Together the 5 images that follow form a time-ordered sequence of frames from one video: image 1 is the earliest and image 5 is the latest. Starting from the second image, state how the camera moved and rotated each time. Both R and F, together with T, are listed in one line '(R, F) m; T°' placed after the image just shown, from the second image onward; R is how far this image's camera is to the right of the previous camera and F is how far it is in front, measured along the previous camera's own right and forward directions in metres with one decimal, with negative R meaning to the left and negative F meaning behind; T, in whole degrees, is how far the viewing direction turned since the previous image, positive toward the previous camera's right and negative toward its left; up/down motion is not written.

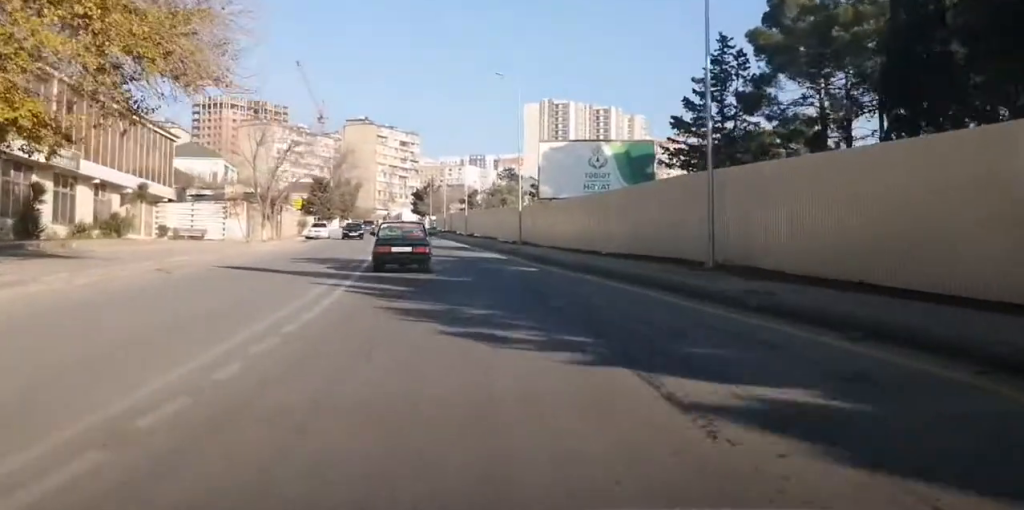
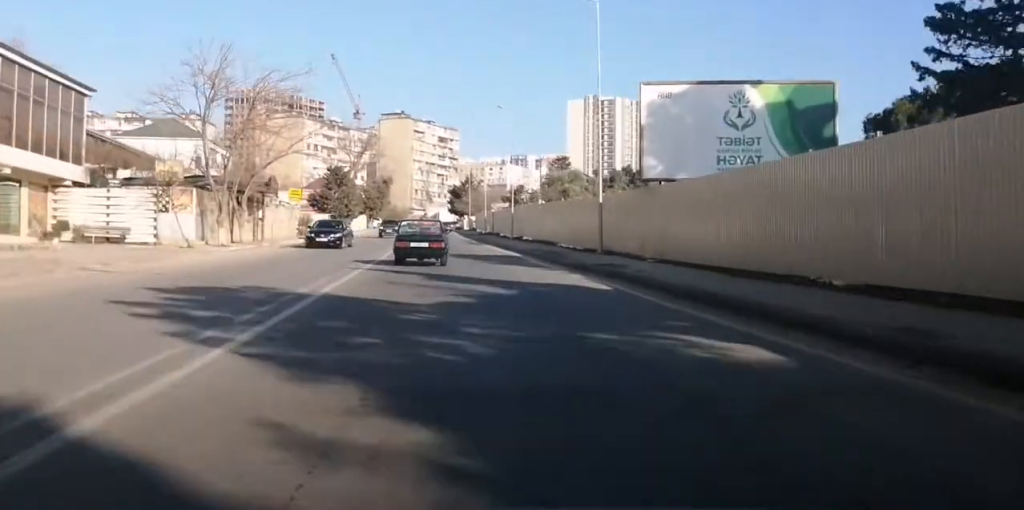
(0.0, +20.7) m; -1°
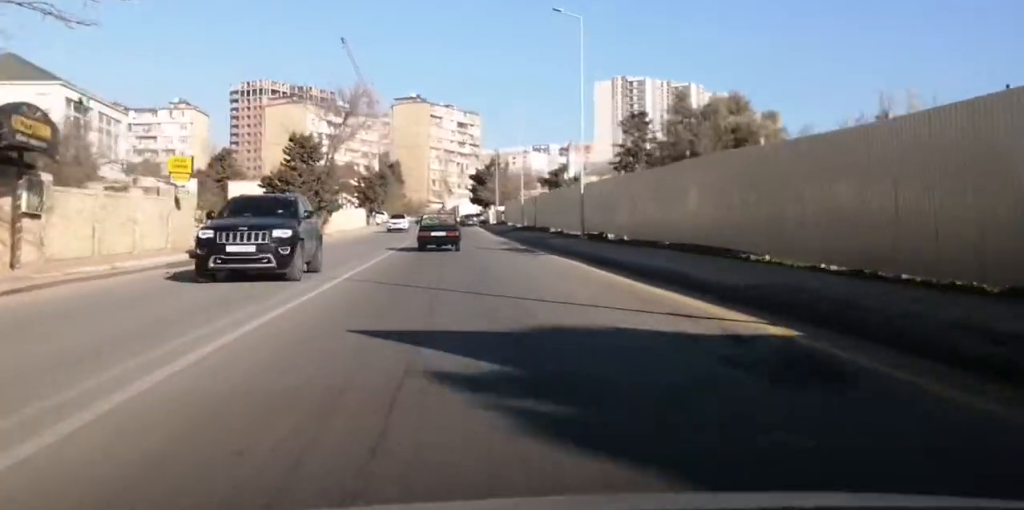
(0.0, +30.6) m; +1°
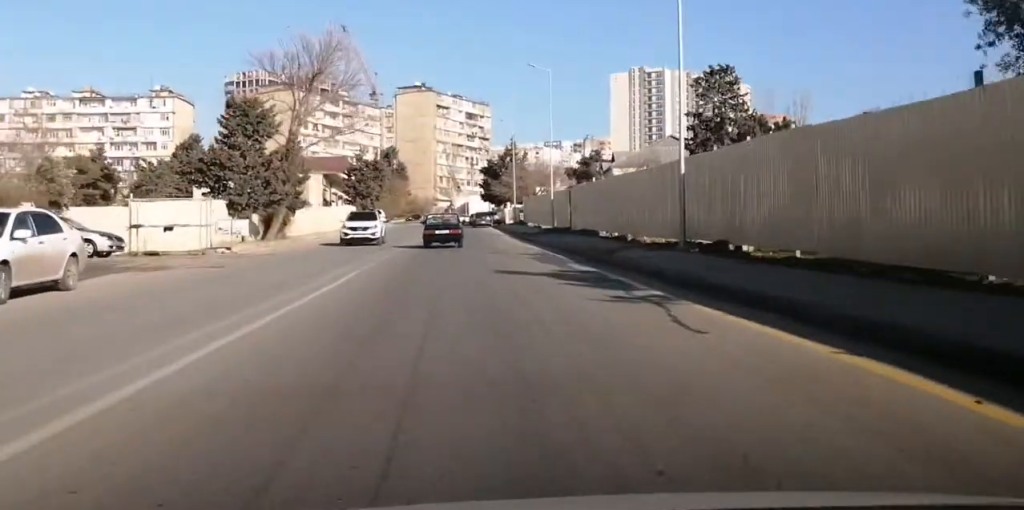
(0.0, +17.6) m; +1°
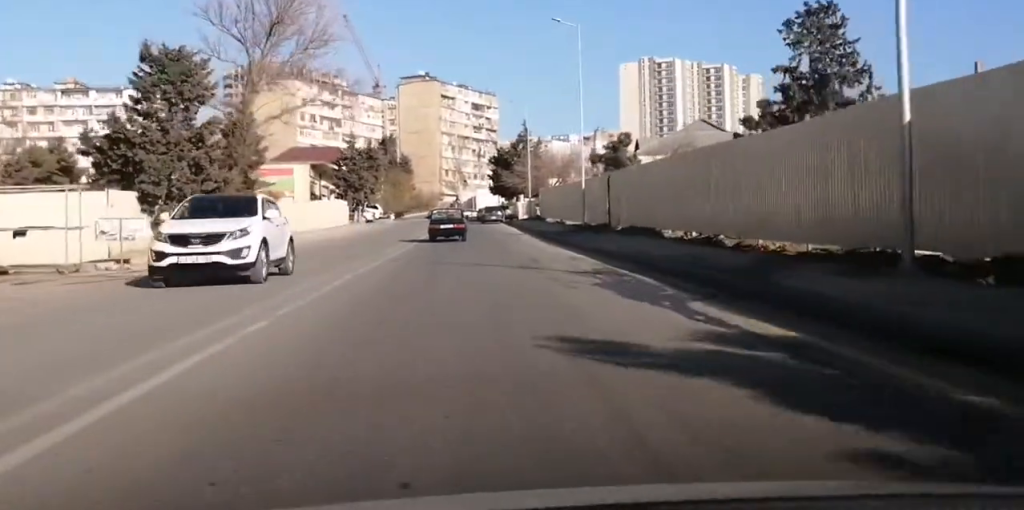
(+0.3, +11.8) m; 0°
